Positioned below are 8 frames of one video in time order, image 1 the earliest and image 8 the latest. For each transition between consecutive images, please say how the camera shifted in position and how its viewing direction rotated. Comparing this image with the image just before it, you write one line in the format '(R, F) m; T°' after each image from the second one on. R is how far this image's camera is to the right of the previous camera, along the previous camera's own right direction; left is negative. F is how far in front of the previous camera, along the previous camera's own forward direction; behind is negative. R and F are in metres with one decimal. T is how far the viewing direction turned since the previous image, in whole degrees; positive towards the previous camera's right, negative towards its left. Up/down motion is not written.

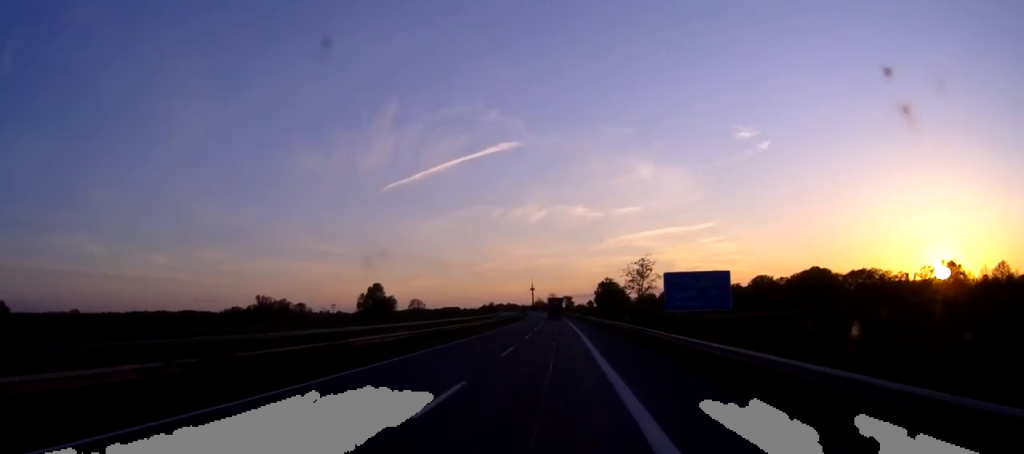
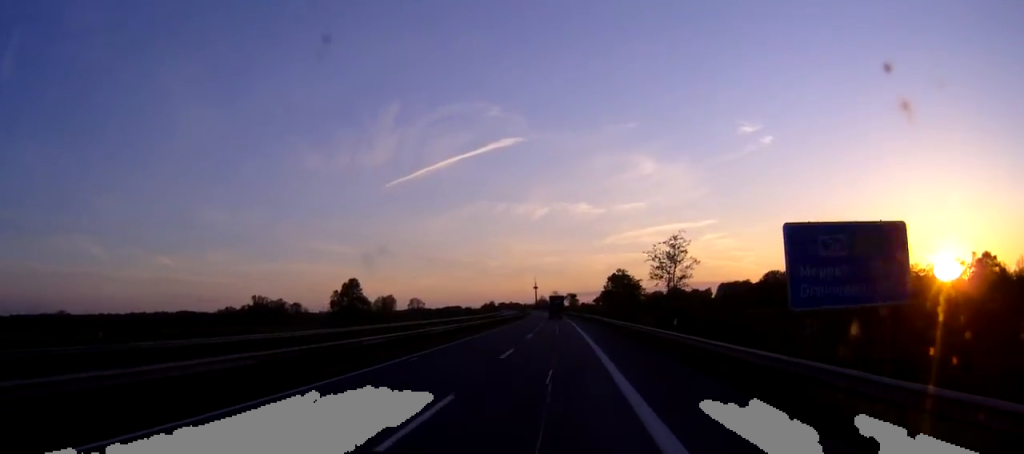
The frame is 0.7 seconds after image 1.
(-0.1, +20.6) m; 0°
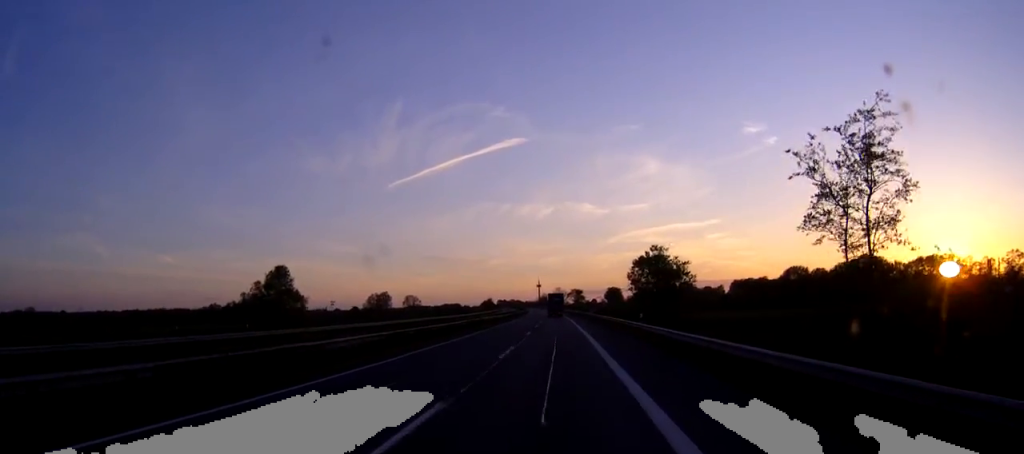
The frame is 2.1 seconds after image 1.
(0.0, +37.5) m; 0°
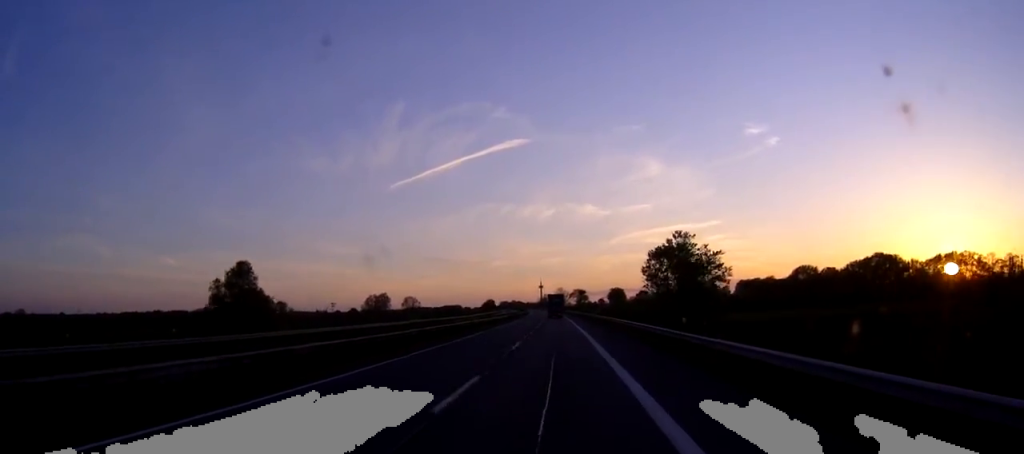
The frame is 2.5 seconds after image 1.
(0.0, +13.1) m; 0°
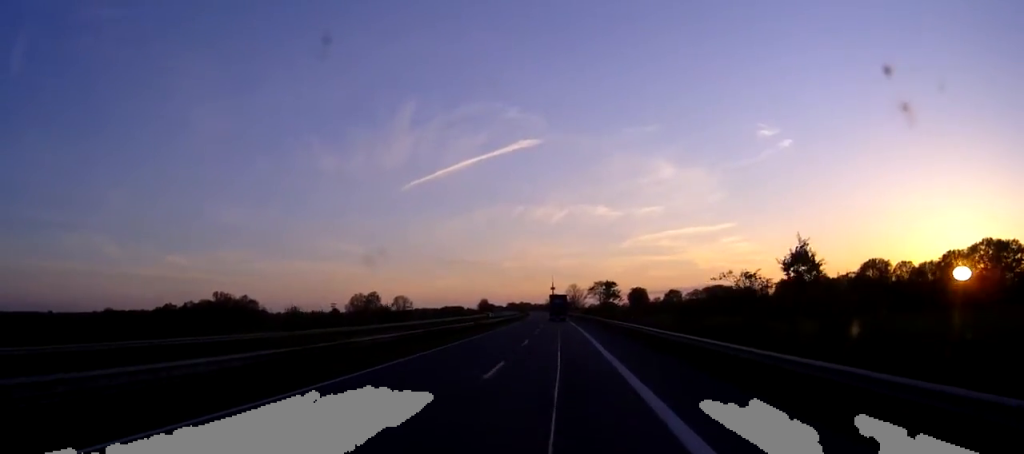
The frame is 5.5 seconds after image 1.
(-0.7, +82.7) m; -1°
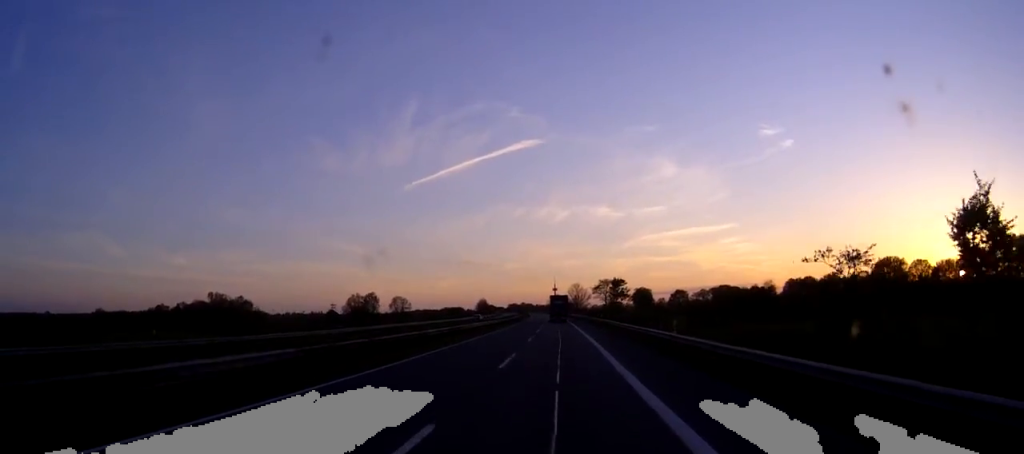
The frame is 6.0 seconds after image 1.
(0.0, +13.9) m; 0°
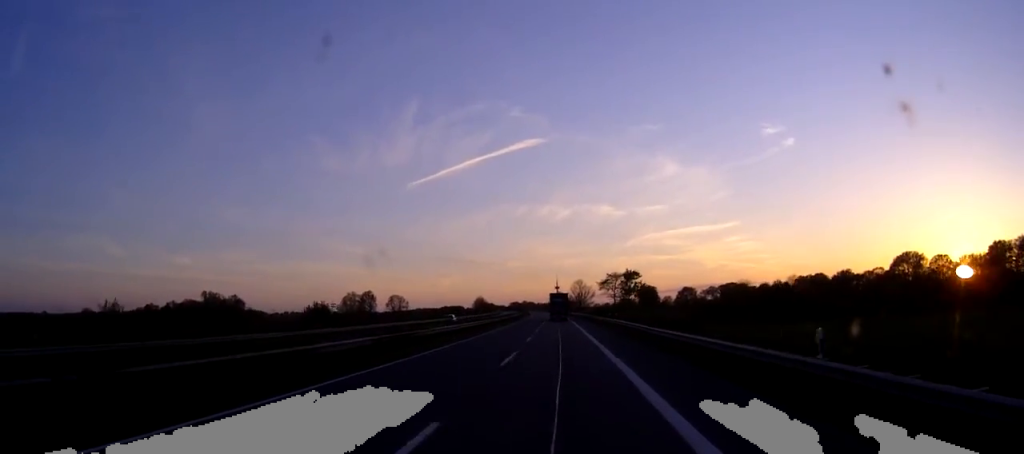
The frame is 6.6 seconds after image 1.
(0.0, +17.6) m; 0°
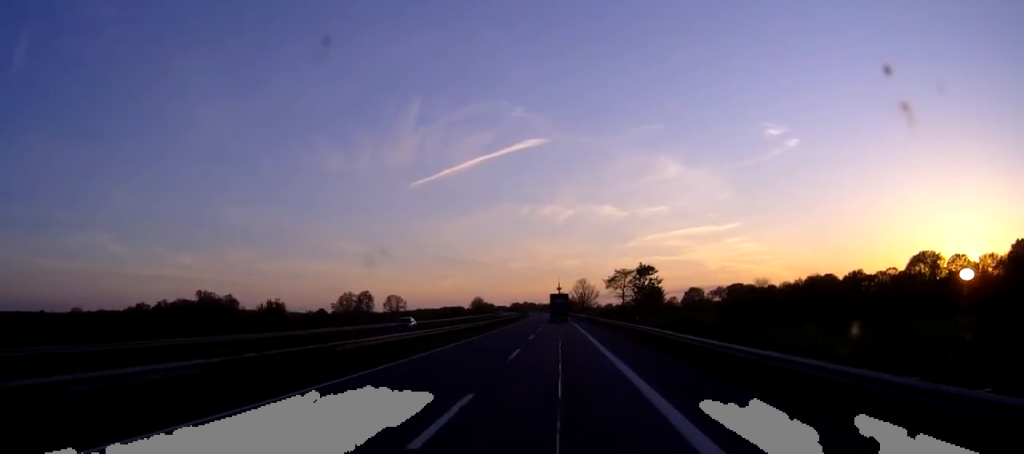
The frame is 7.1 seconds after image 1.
(0.0, +13.9) m; 0°
